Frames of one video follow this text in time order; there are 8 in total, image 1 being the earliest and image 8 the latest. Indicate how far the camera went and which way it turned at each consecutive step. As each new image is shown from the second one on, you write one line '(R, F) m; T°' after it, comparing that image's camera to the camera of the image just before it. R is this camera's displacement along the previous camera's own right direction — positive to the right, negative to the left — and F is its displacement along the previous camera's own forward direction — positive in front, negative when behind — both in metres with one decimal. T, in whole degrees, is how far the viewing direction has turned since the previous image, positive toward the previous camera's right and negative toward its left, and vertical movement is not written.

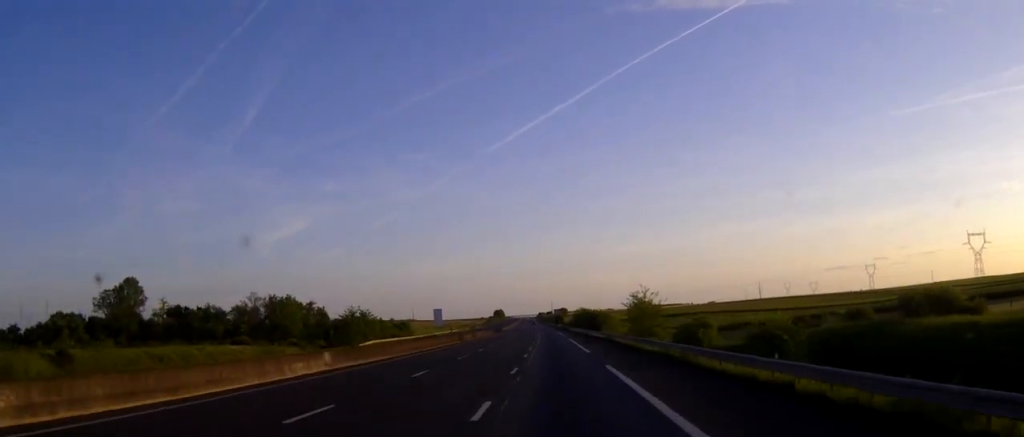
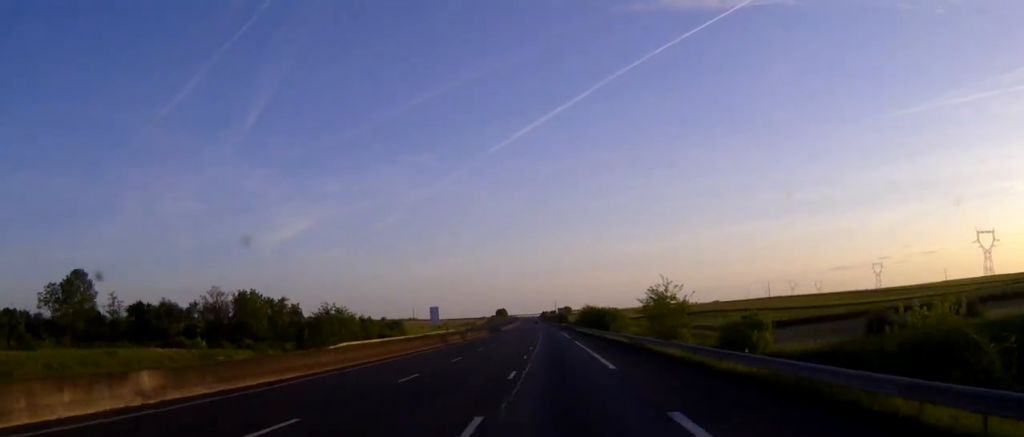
(0.0, +15.7) m; 0°
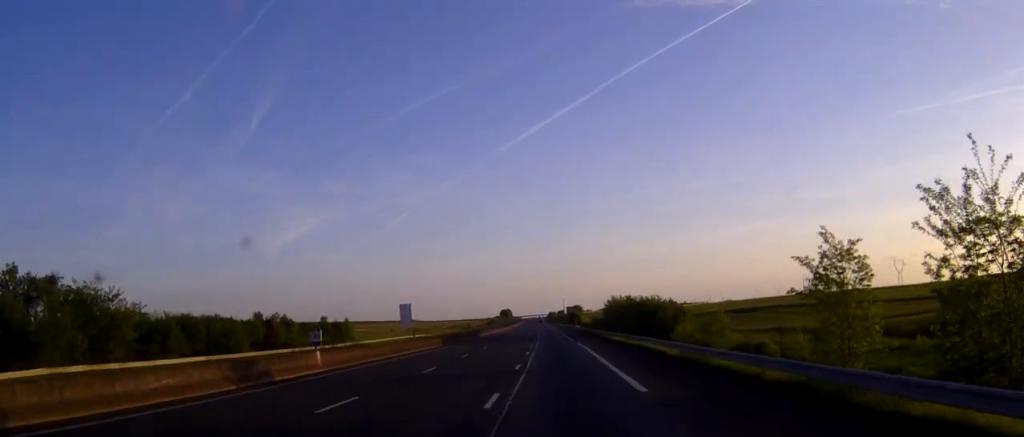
(-0.2, +61.1) m; 0°
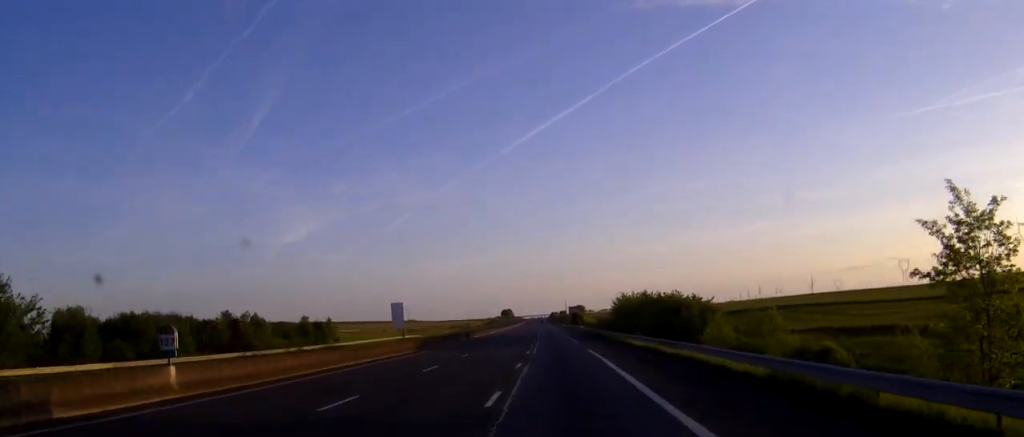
(0.0, +13.0) m; 0°
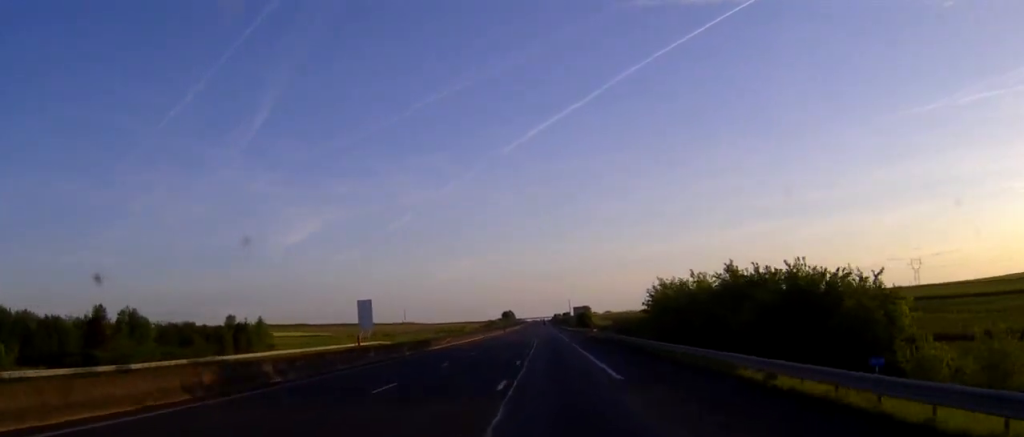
(-0.1, +34.2) m; 0°
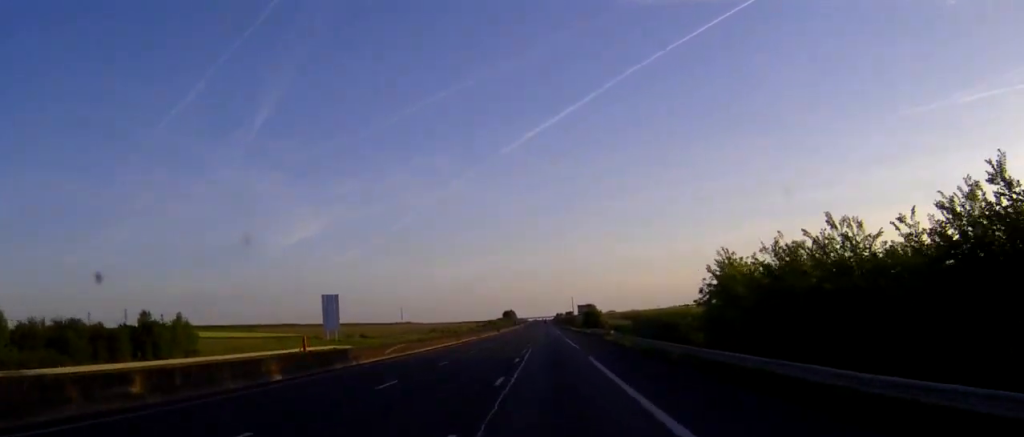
(0.0, +24.8) m; 0°
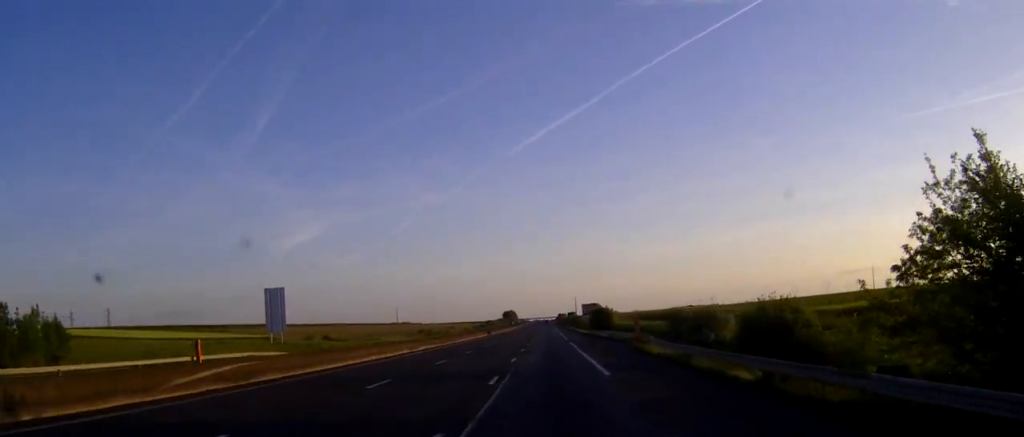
(0.0, +26.7) m; 0°
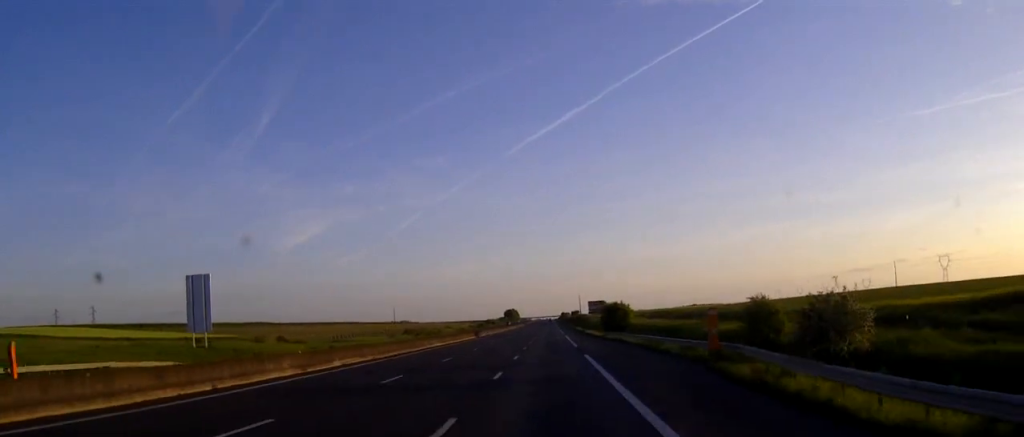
(0.0, +23.9) m; 0°
